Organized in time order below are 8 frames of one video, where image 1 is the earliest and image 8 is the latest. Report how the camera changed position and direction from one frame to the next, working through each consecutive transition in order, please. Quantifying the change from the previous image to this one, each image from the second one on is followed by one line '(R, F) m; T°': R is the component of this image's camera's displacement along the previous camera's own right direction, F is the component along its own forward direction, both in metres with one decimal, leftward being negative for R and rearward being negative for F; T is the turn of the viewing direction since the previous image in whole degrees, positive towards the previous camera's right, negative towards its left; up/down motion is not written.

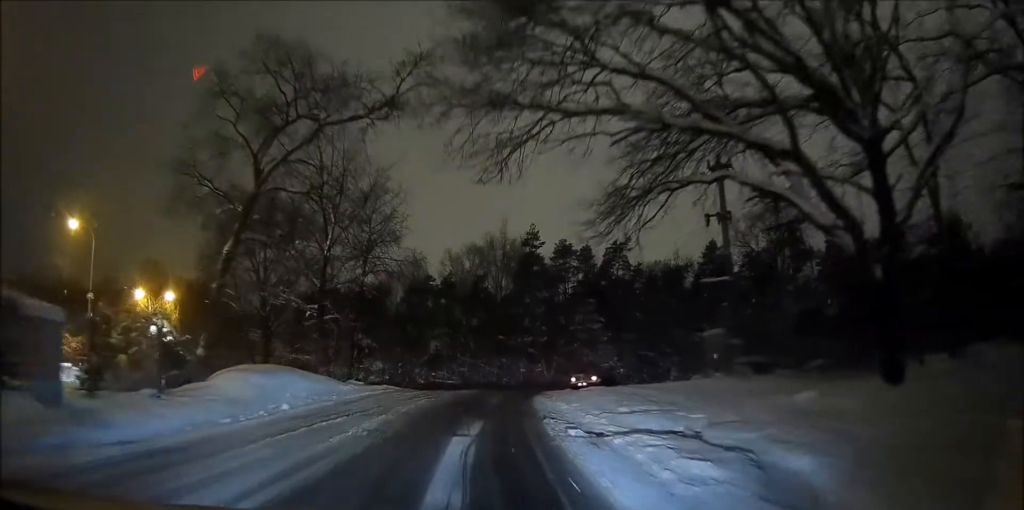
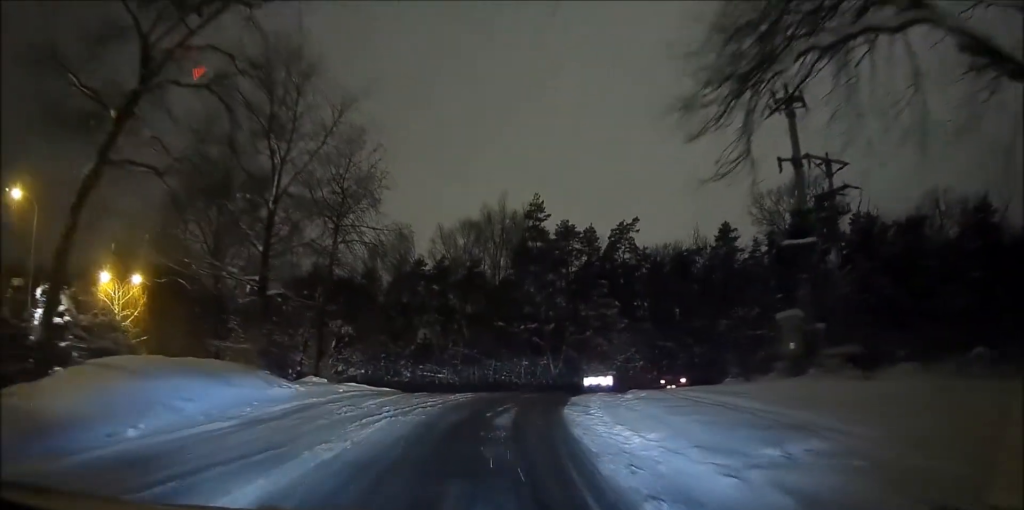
(+0.2, +7.7) m; +1°
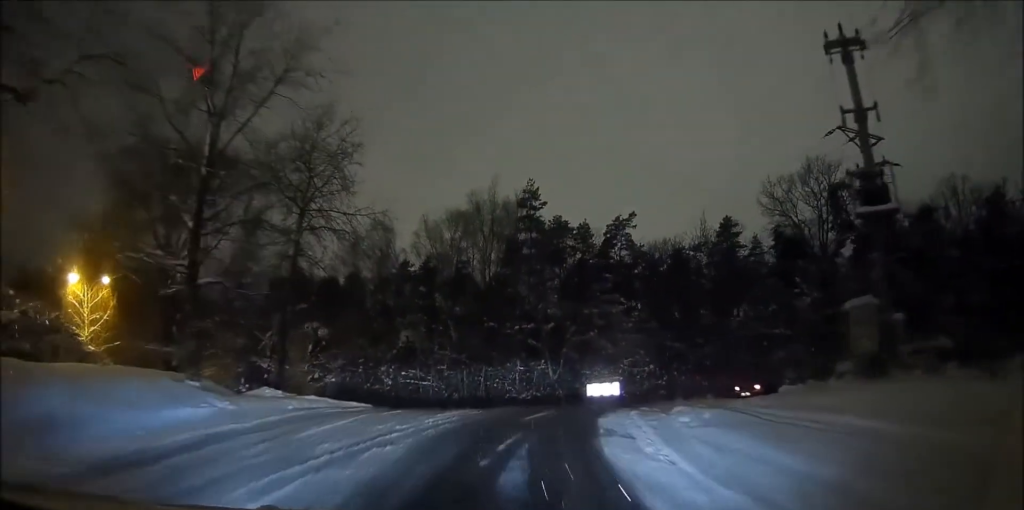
(-0.1, +5.0) m; 0°
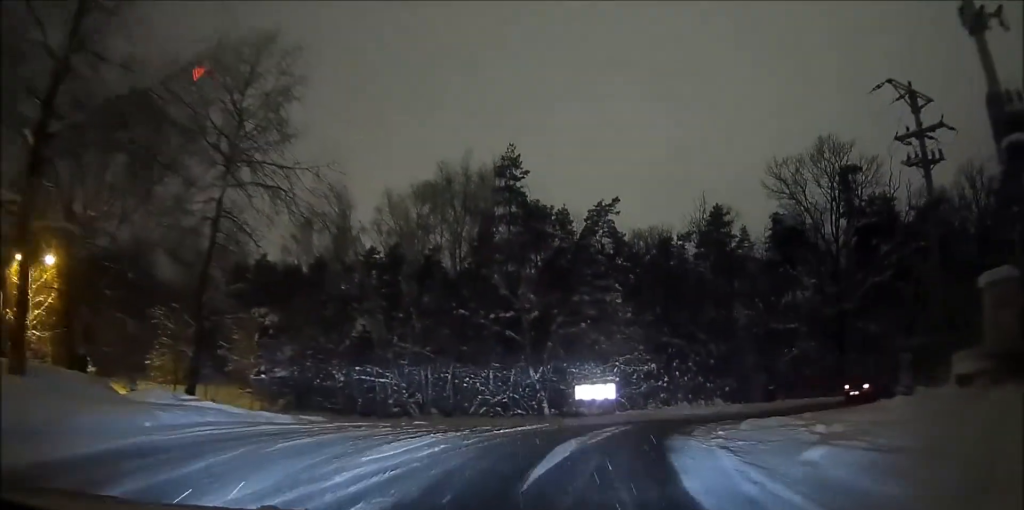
(+0.2, +6.7) m; +1°
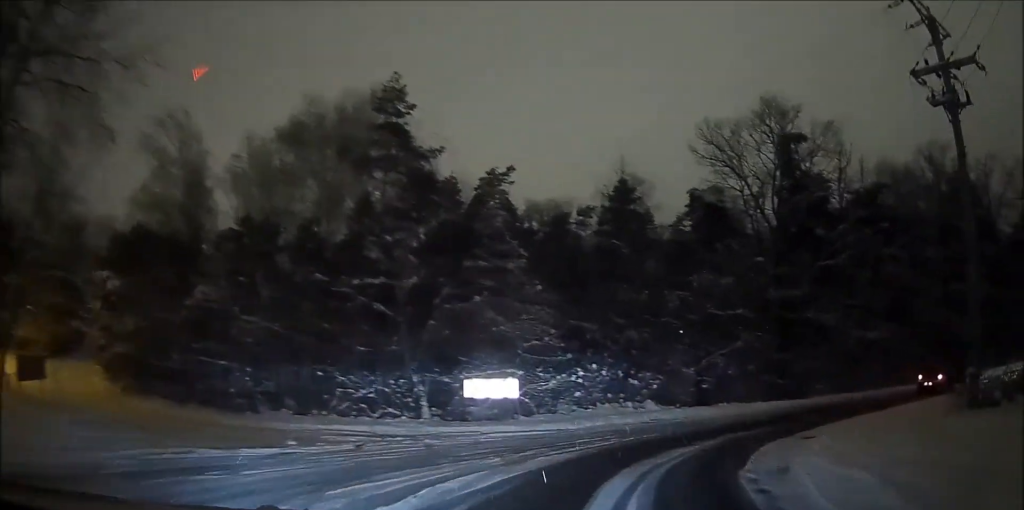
(-0.1, +8.3) m; +3°
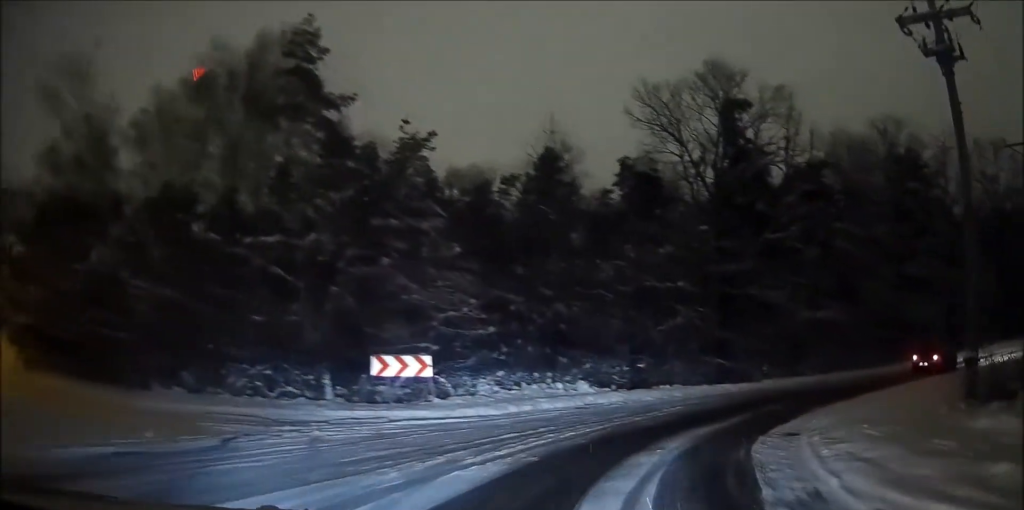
(-0.1, +3.3) m; +4°
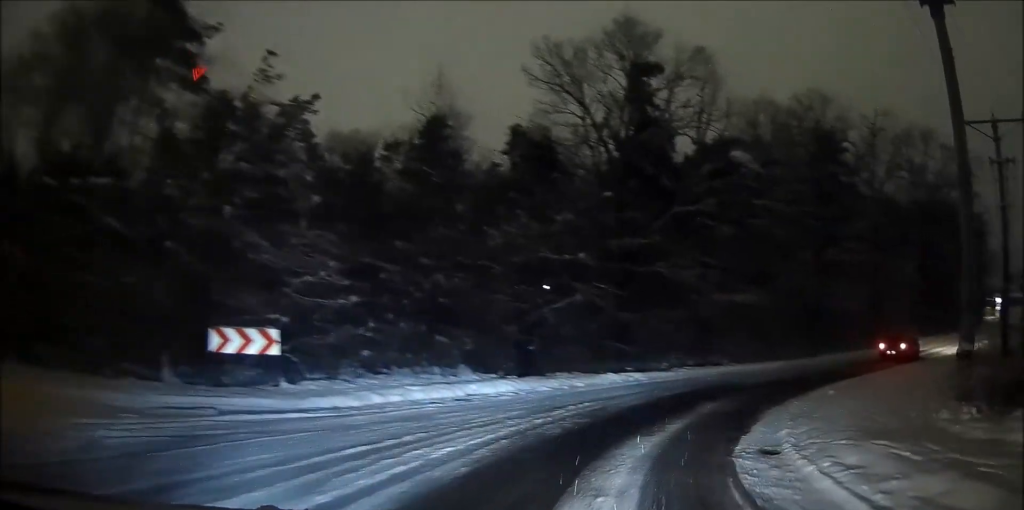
(+0.4, +3.8) m; +11°
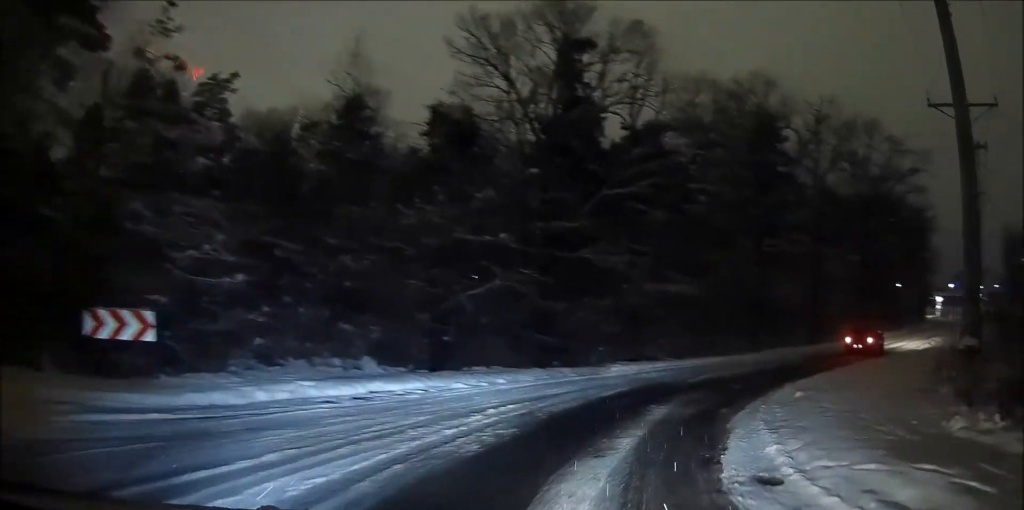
(0.0, +2.3) m; +7°
